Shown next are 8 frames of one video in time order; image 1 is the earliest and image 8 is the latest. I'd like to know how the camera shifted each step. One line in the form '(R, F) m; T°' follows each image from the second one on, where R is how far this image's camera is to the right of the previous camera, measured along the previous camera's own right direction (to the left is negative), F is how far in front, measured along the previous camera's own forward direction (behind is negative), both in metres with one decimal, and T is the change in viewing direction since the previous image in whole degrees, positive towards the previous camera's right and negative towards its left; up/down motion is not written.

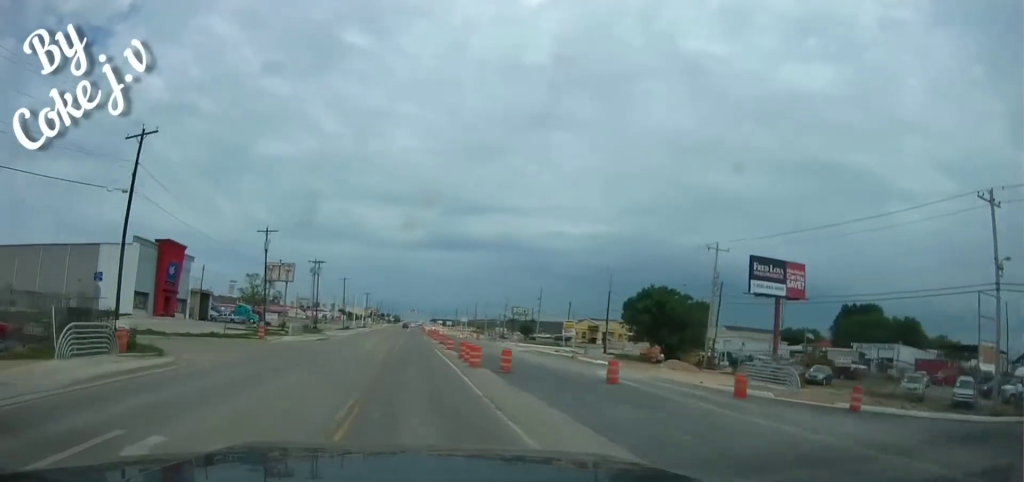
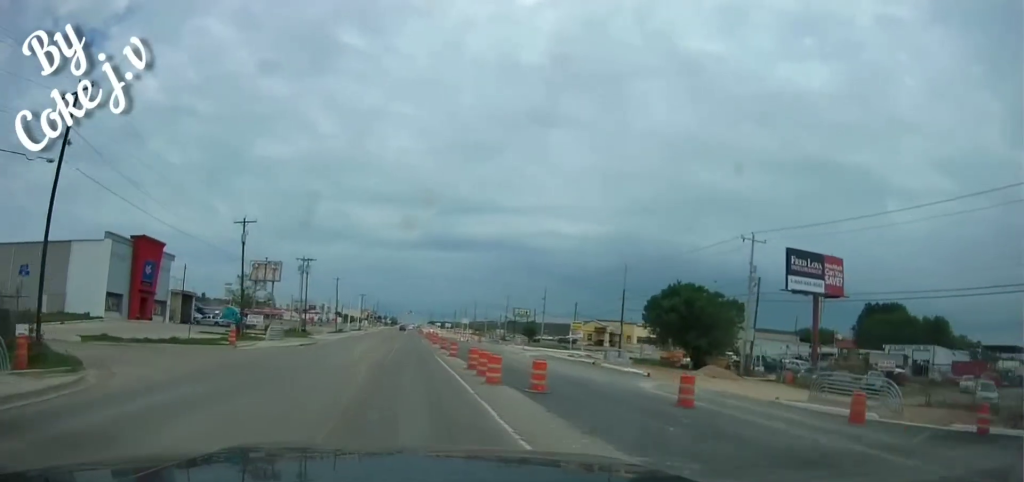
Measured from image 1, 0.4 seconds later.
(-0.2, +7.3) m; 0°
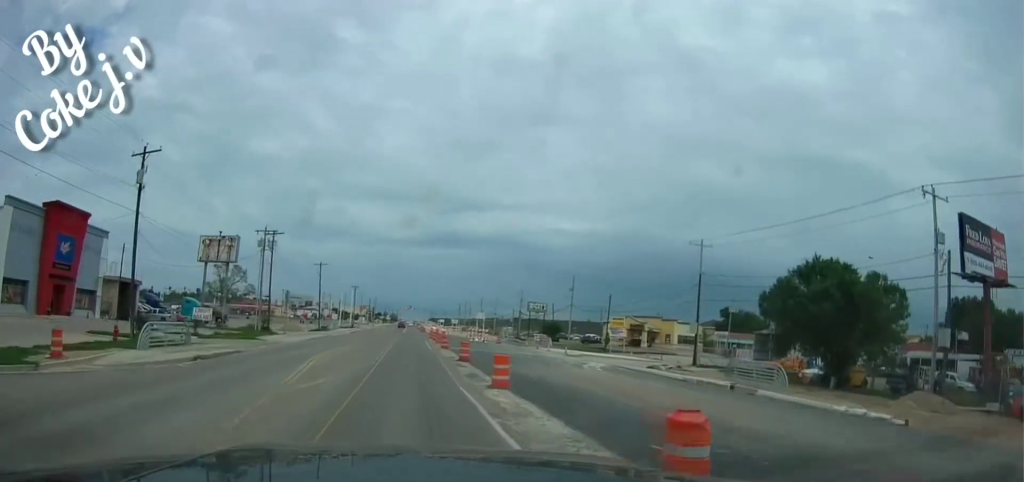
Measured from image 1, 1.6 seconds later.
(+0.6, +21.1) m; +2°
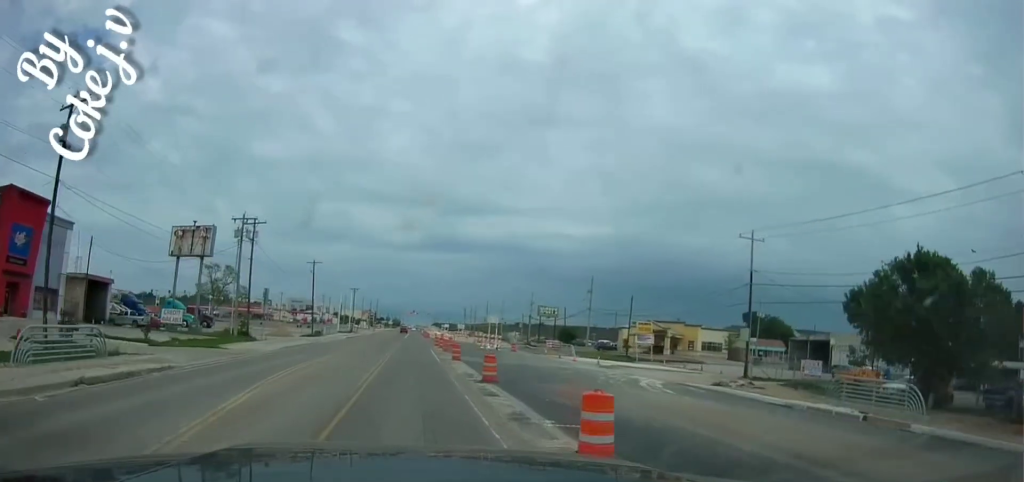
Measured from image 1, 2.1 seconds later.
(0.0, +9.1) m; 0°
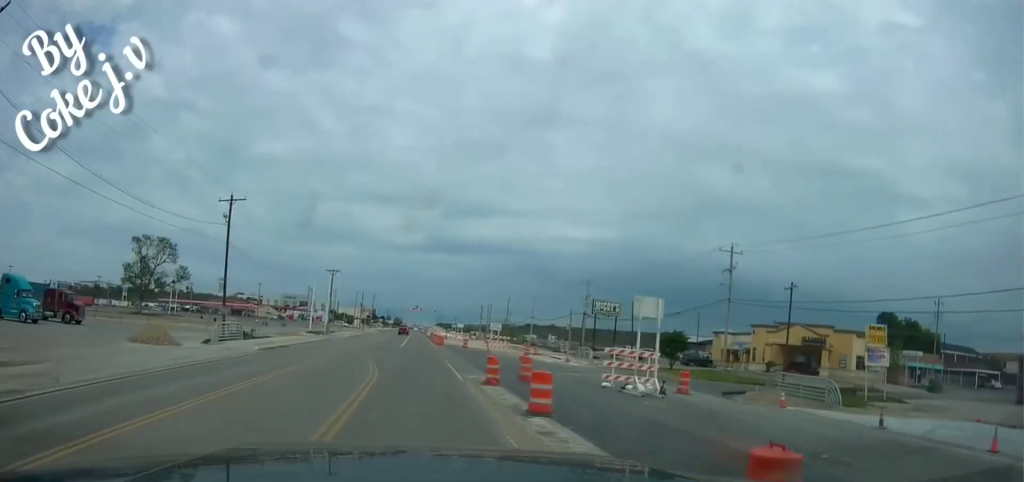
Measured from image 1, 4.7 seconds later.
(-1.1, +41.4) m; -2°
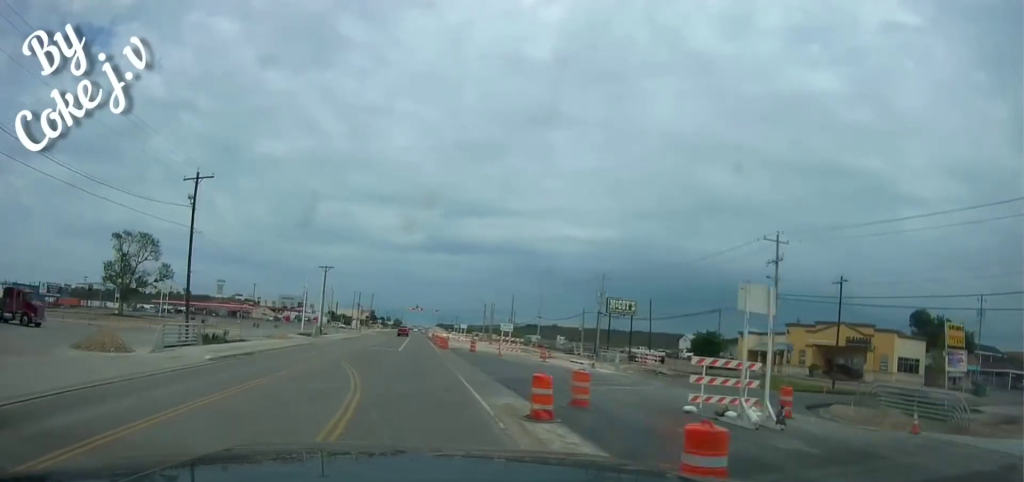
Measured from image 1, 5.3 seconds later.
(+0.2, +8.2) m; +1°
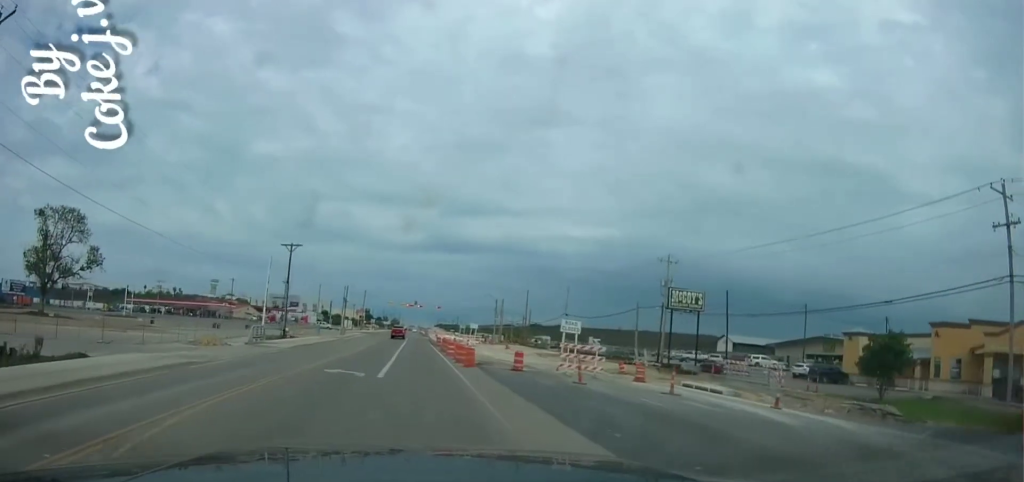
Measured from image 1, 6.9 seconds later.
(+0.2, +23.8) m; -1°
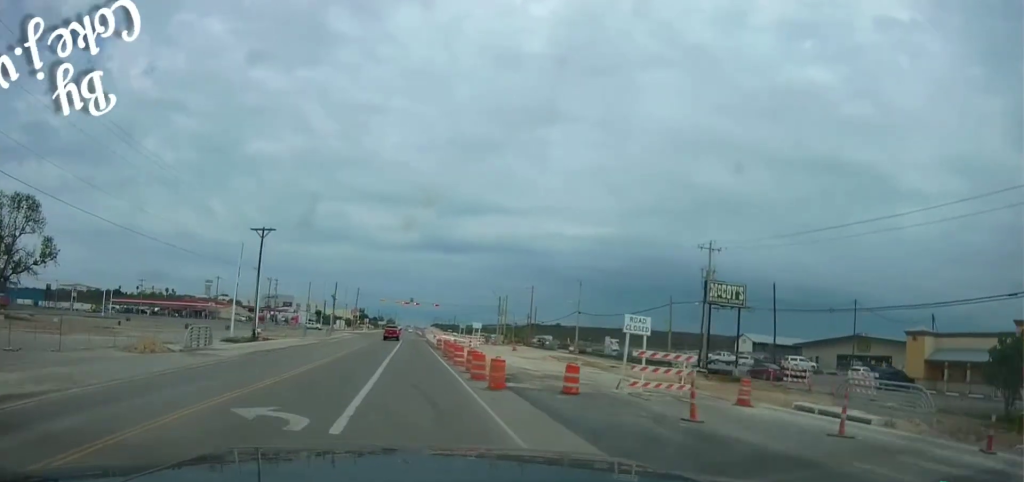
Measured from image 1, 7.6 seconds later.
(0.0, +10.4) m; -1°
